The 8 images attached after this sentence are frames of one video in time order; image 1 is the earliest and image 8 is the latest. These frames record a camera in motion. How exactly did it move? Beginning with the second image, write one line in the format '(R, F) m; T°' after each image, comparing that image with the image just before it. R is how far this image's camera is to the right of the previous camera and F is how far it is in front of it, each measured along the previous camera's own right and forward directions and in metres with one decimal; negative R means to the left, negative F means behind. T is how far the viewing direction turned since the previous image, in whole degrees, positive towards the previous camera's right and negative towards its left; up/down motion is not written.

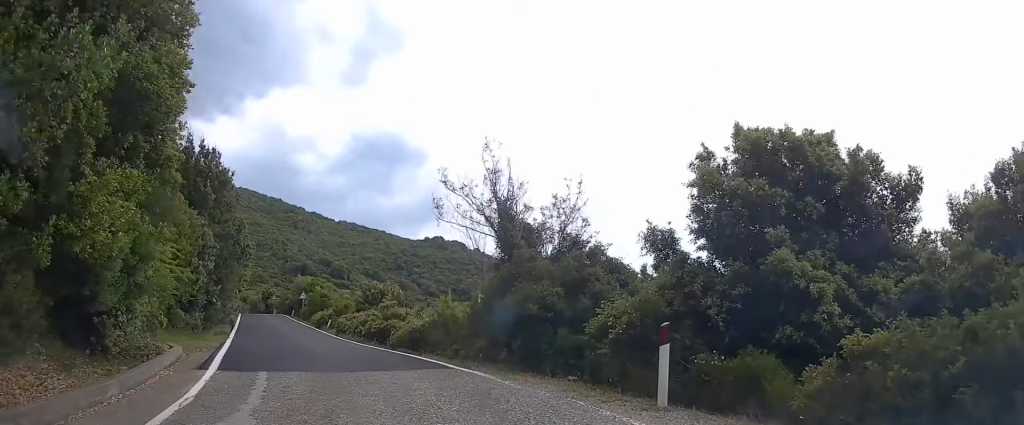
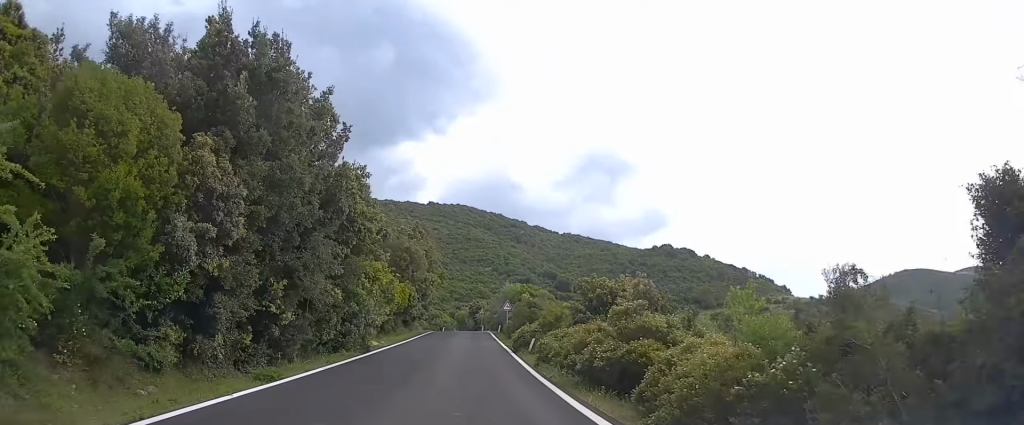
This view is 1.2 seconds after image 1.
(-2.1, +14.2) m; -15°
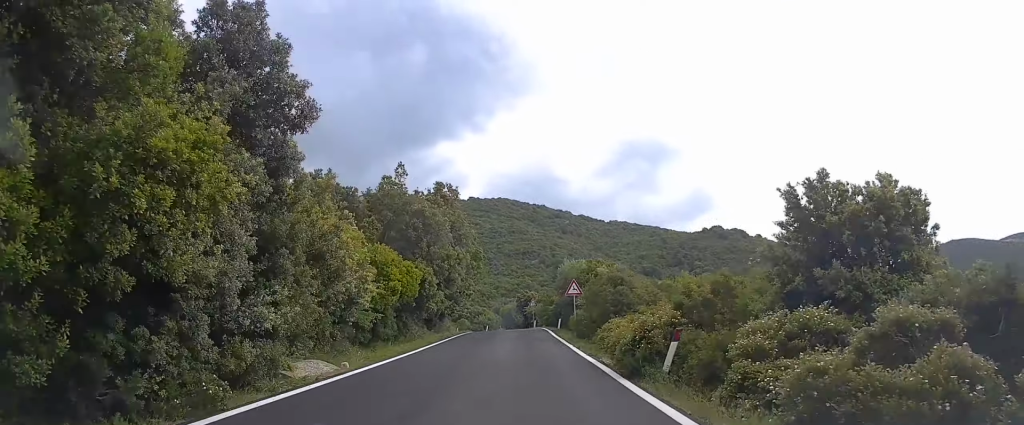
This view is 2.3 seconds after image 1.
(-1.3, +15.4) m; -6°
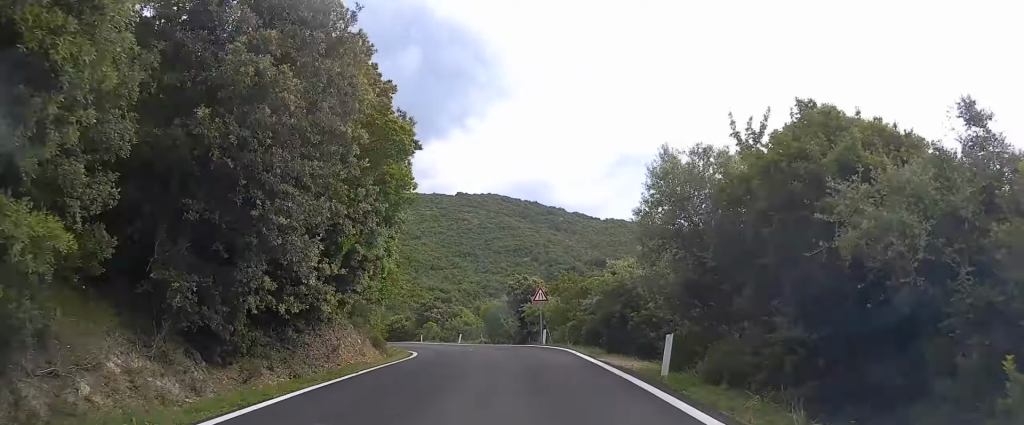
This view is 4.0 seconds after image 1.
(-0.5, +30.3) m; -2°
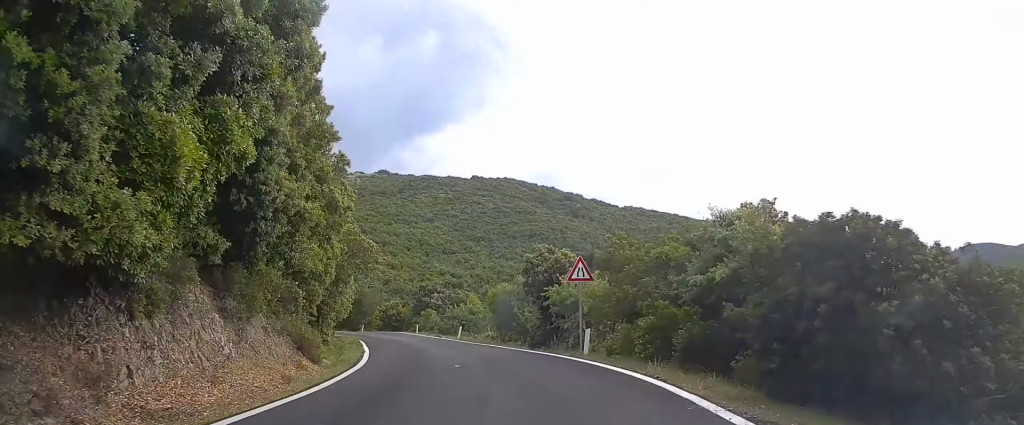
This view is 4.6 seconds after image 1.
(0.0, +12.1) m; -2°
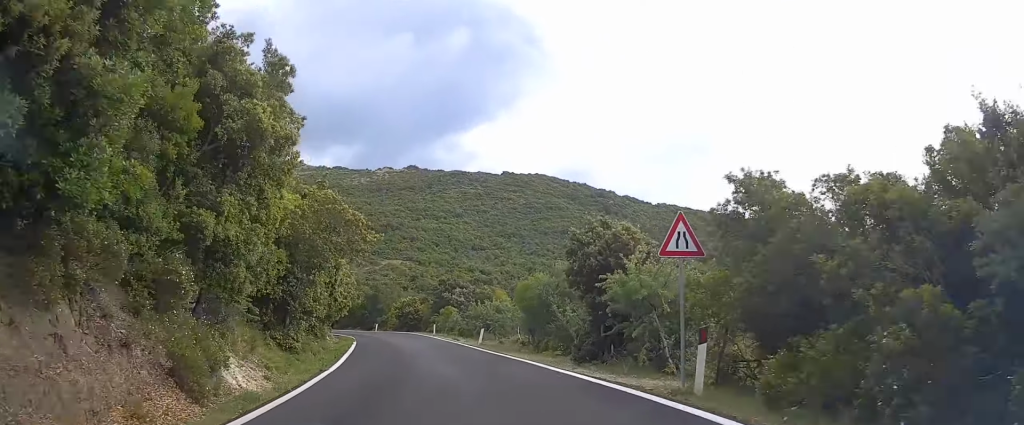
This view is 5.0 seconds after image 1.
(-0.1, +8.4) m; -2°
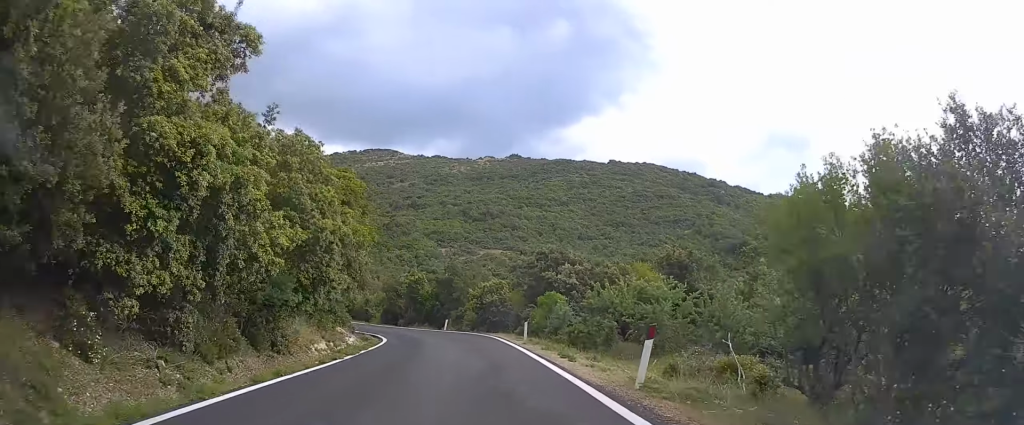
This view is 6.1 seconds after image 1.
(-1.2, +20.5) m; -7°
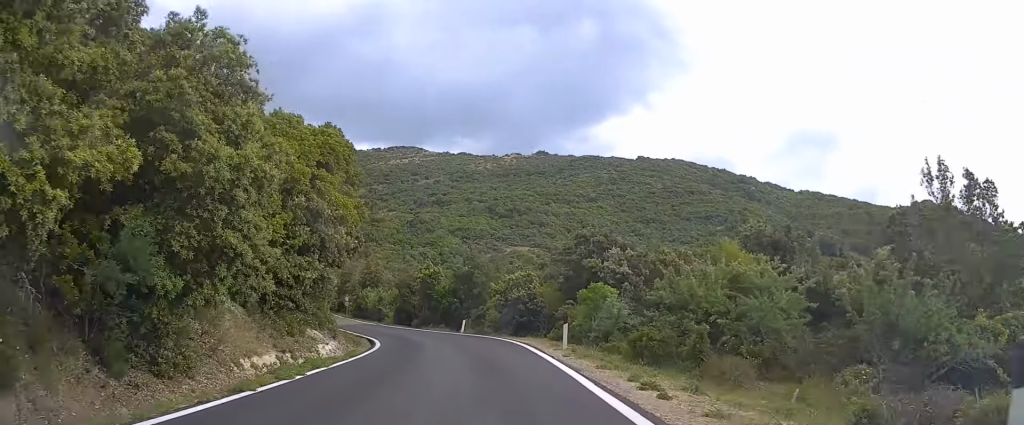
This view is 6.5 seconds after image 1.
(-0.1, +7.7) m; -3°
